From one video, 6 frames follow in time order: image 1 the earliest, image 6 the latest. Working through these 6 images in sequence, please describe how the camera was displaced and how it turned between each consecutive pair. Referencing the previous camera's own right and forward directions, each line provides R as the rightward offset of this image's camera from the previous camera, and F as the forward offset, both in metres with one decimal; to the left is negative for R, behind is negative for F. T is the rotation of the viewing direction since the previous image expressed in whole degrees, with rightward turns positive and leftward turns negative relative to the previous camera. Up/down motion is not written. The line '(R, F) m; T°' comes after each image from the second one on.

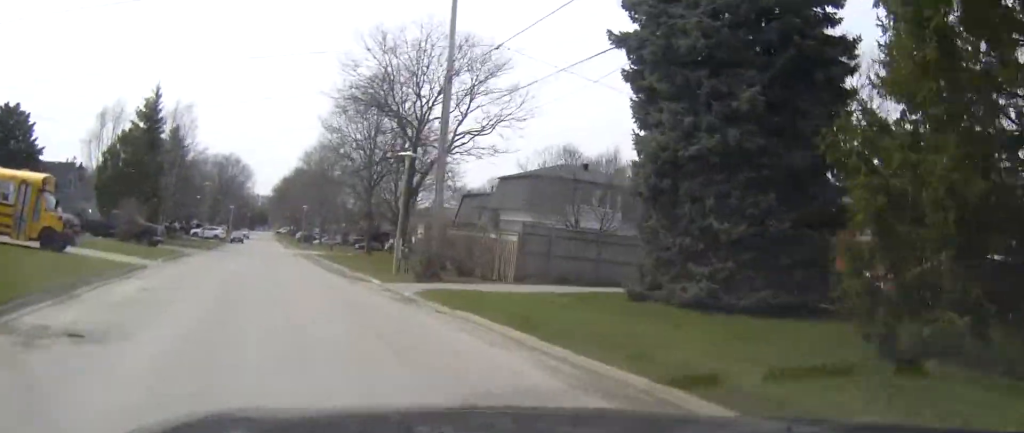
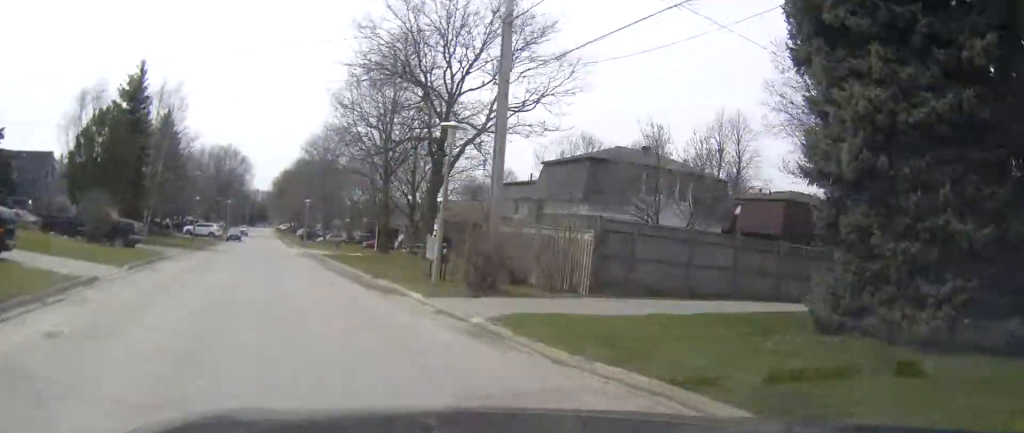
(0.0, +5.9) m; -1°
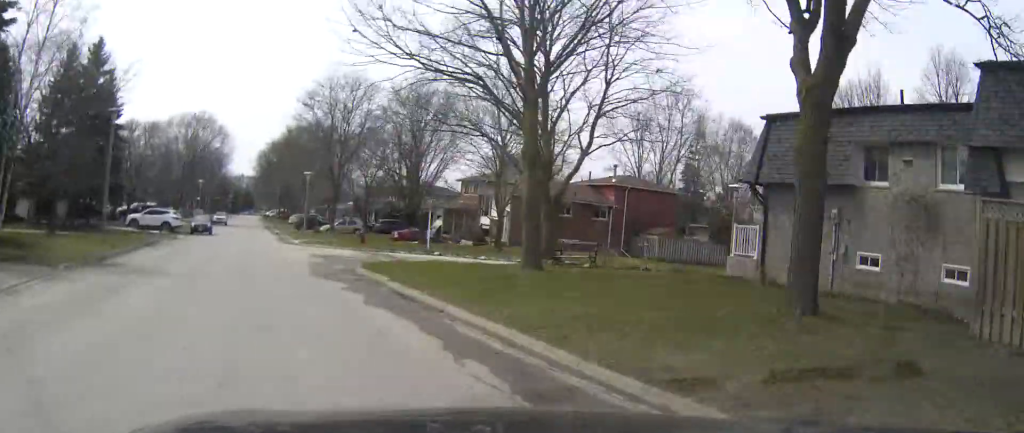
(-0.3, +25.2) m; -1°
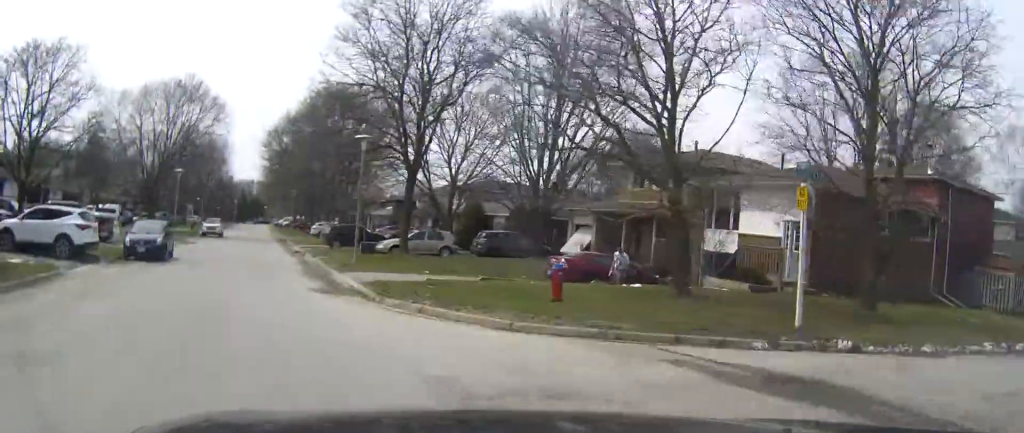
(0.0, +30.6) m; 0°
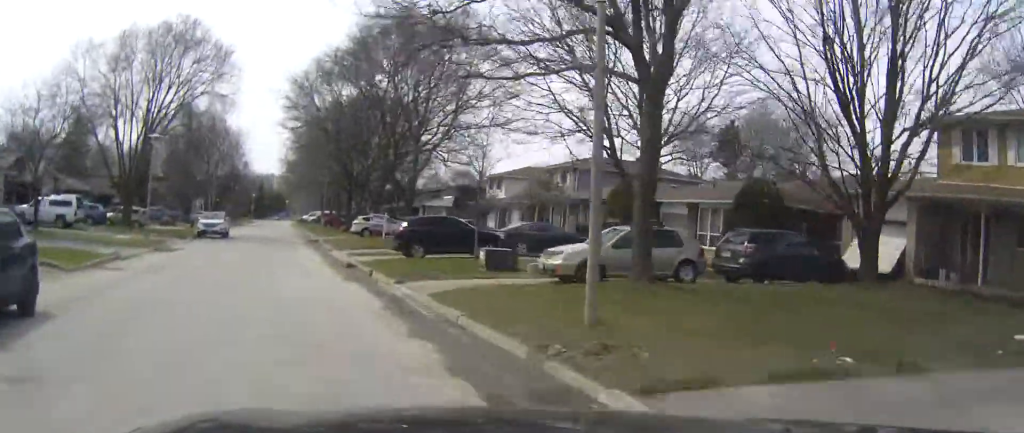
(-0.1, +20.7) m; -1°
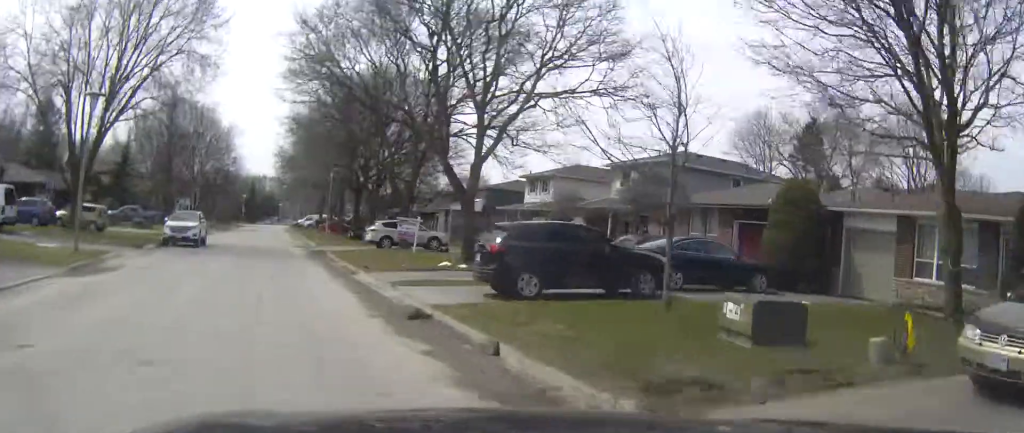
(0.0, +12.5) m; -1°
